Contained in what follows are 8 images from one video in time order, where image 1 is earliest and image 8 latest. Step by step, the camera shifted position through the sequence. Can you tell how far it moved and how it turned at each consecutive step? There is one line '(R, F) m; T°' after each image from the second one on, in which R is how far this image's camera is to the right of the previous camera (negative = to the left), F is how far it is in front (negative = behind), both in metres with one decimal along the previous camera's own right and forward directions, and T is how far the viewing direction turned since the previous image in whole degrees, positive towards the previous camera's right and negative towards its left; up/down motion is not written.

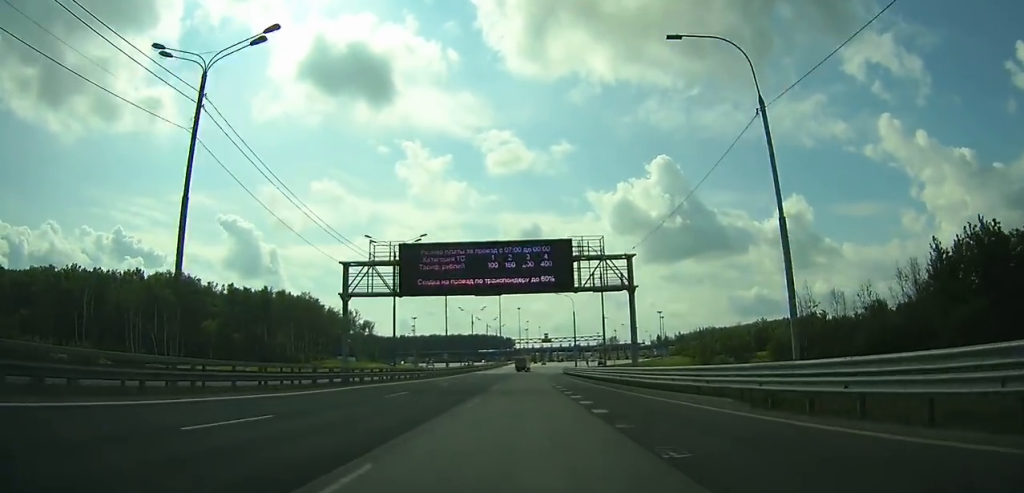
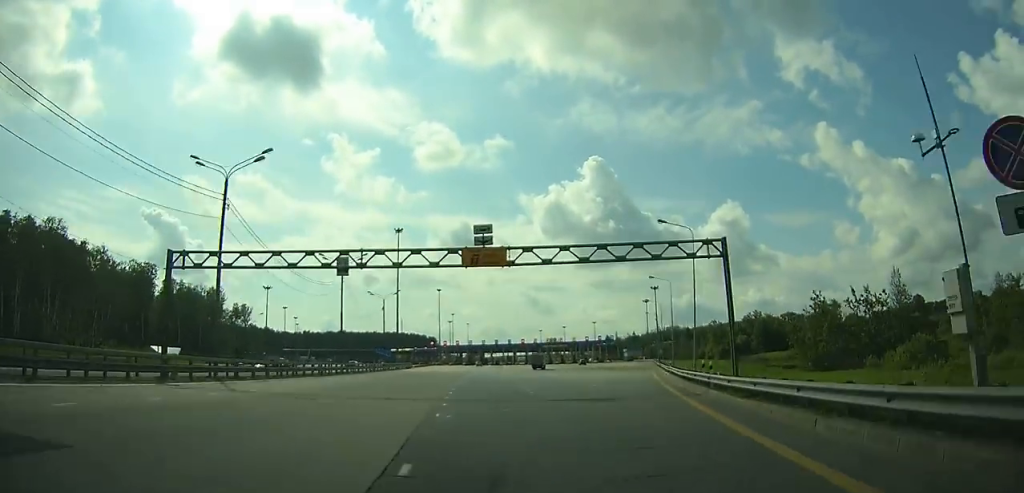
(+3.2, +92.3) m; +6°
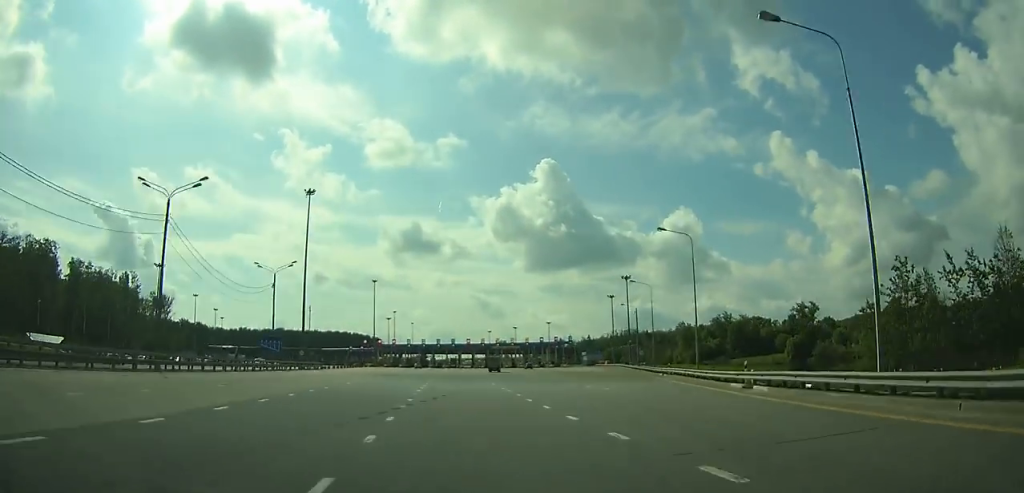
(+0.6, +28.2) m; +3°
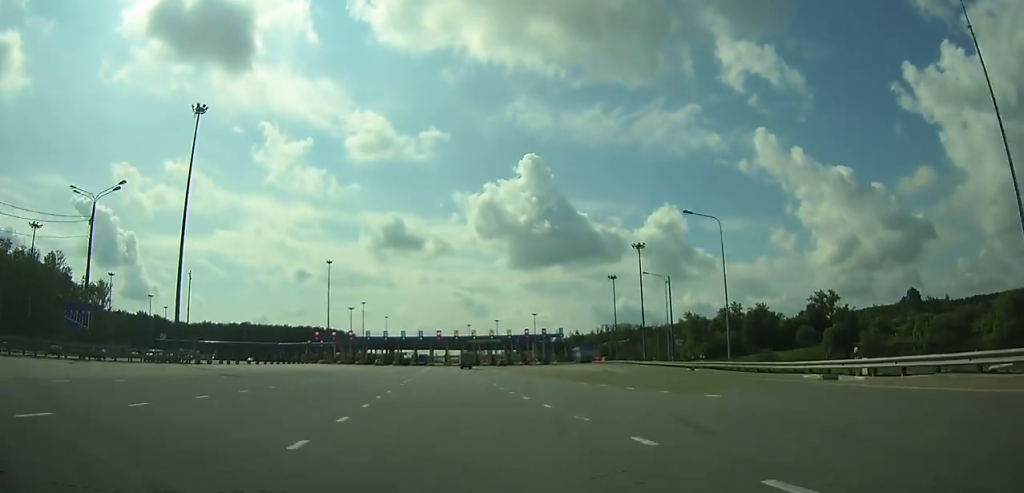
(+1.4, +32.2) m; +2°
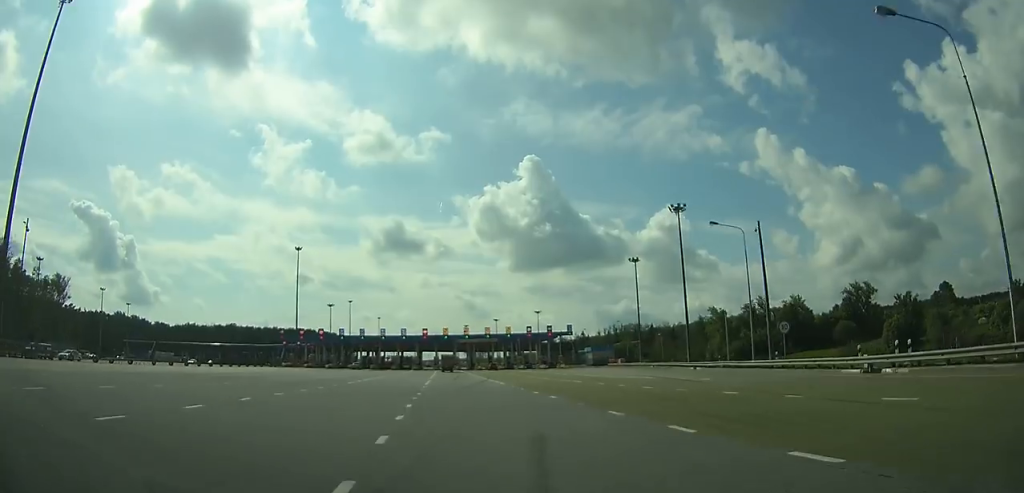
(+0.1, +25.0) m; 0°
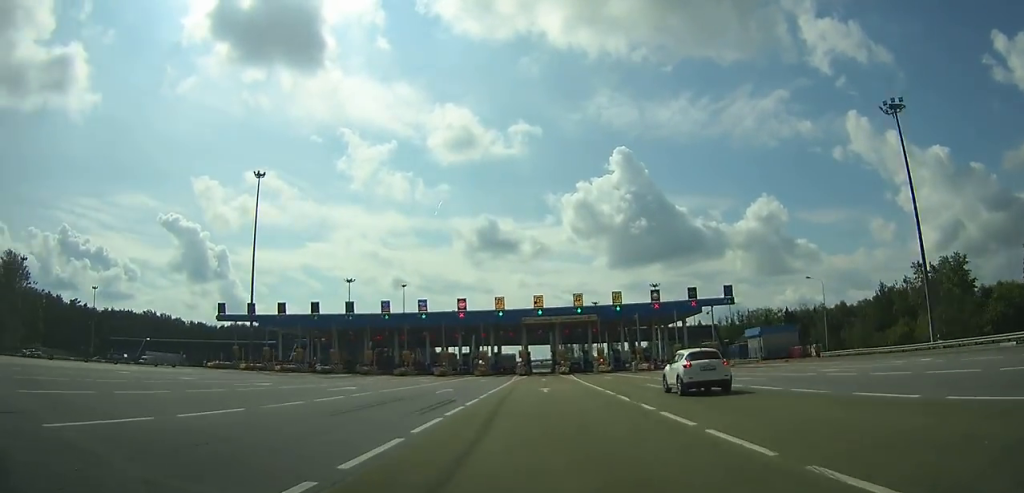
(-2.3, +64.0) m; -2°
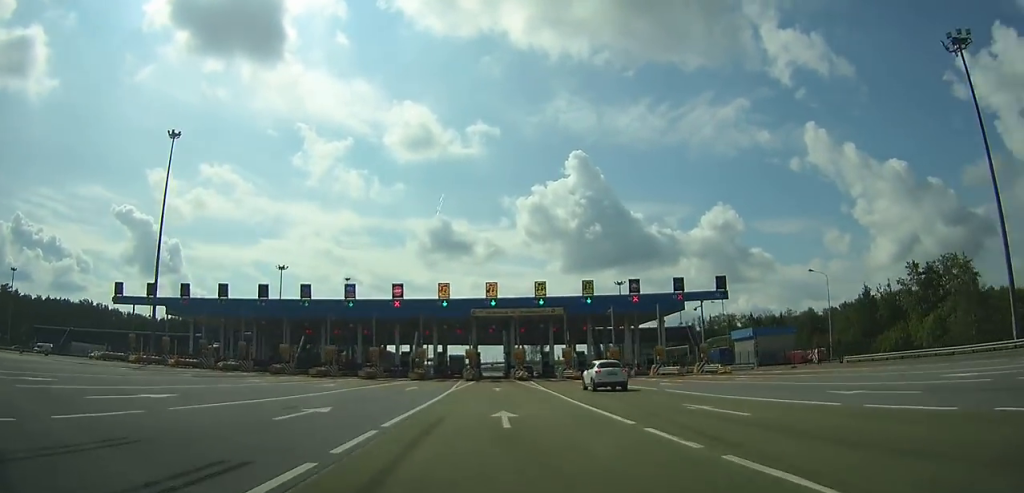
(-0.5, +14.9) m; +3°
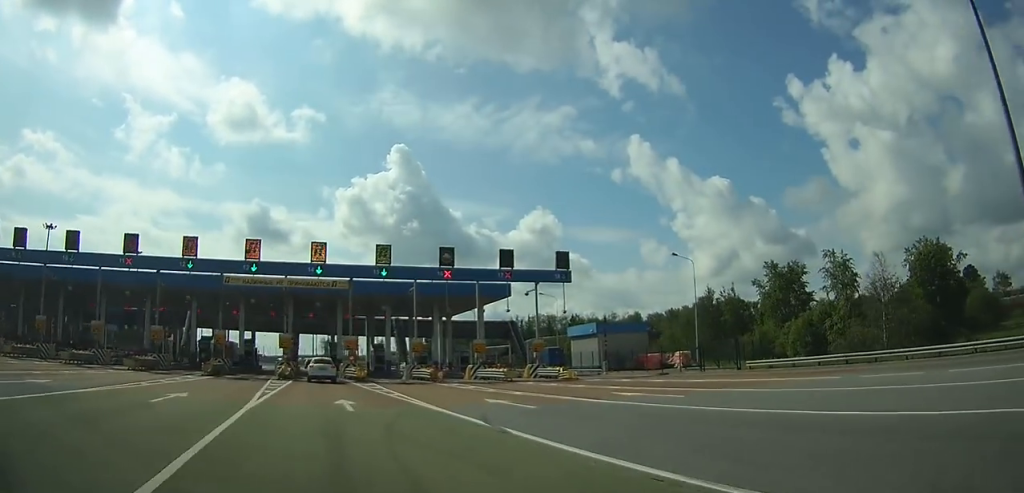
(+1.9, +18.1) m; +6°
